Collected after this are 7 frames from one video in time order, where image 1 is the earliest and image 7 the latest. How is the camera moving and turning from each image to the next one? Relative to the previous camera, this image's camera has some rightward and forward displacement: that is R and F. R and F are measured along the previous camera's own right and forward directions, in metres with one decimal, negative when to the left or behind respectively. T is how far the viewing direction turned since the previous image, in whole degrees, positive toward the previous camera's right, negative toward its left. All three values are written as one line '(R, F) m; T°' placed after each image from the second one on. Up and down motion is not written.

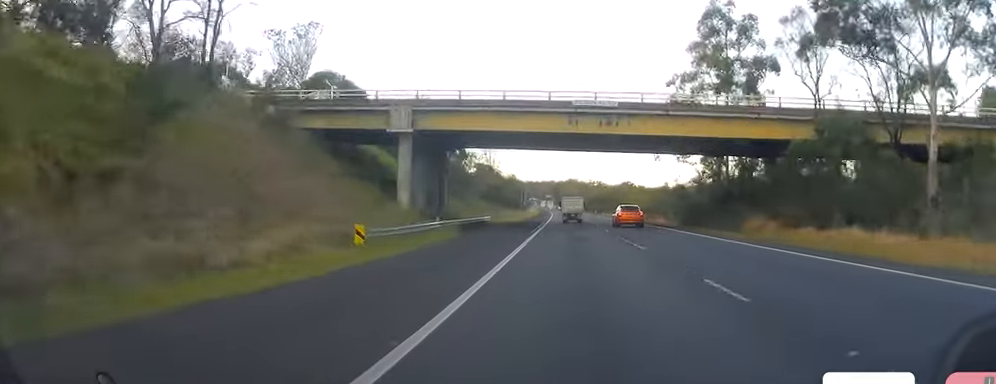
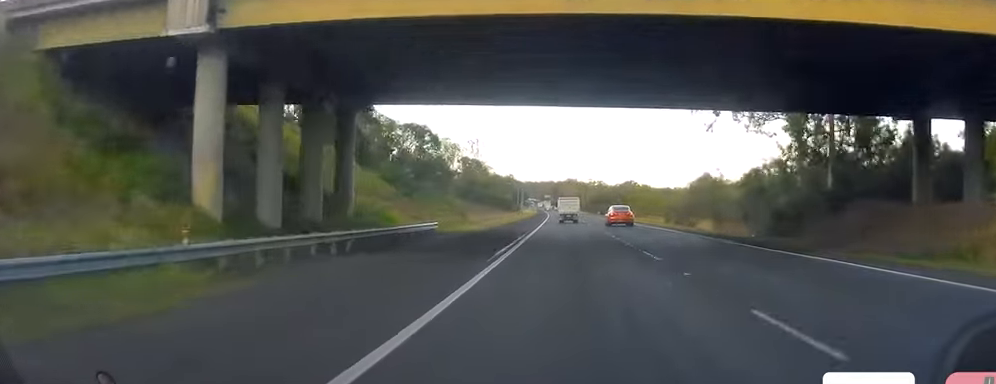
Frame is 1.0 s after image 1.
(+0.2, +28.1) m; 0°
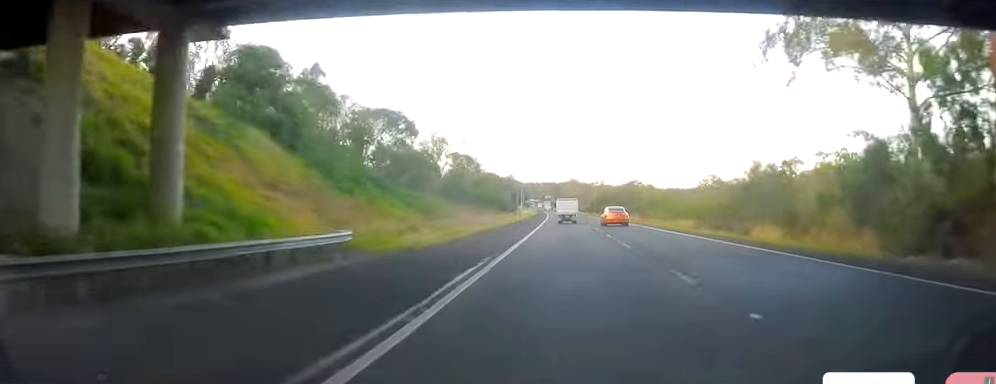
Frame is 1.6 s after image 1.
(-0.1, +17.4) m; -1°
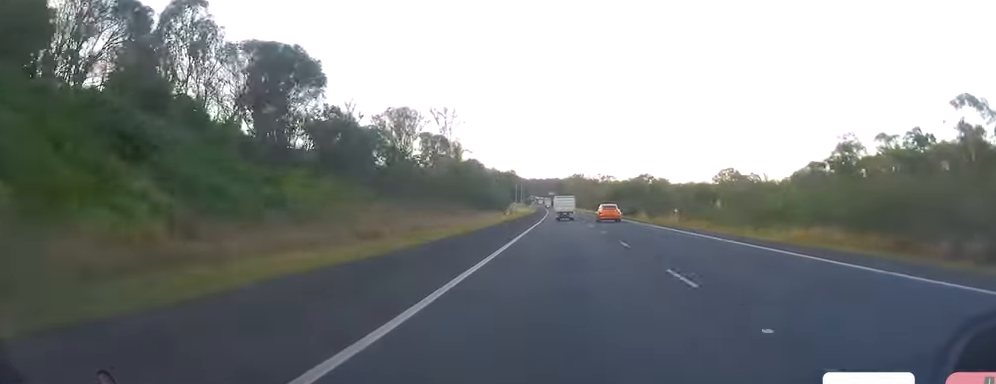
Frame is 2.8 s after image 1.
(-0.9, +36.7) m; -1°
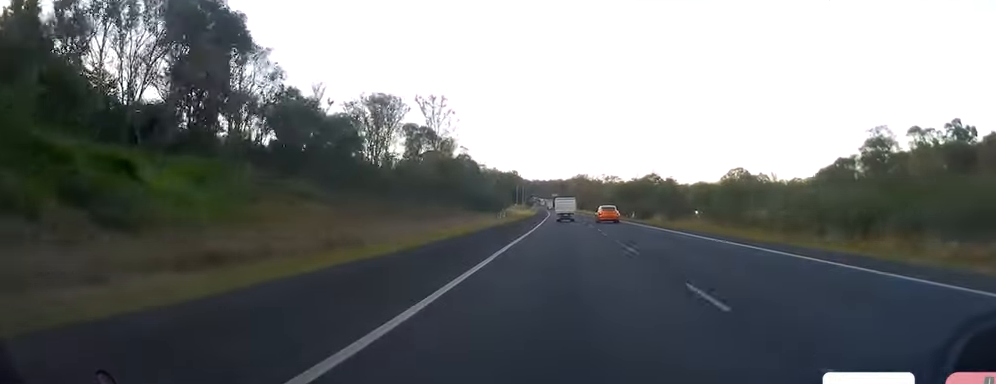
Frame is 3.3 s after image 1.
(0.0, +14.4) m; 0°
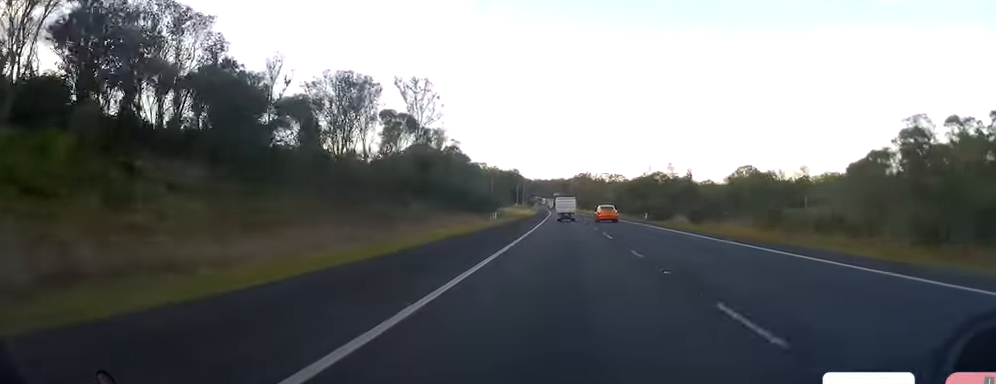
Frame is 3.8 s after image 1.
(+0.4, +14.4) m; +1°
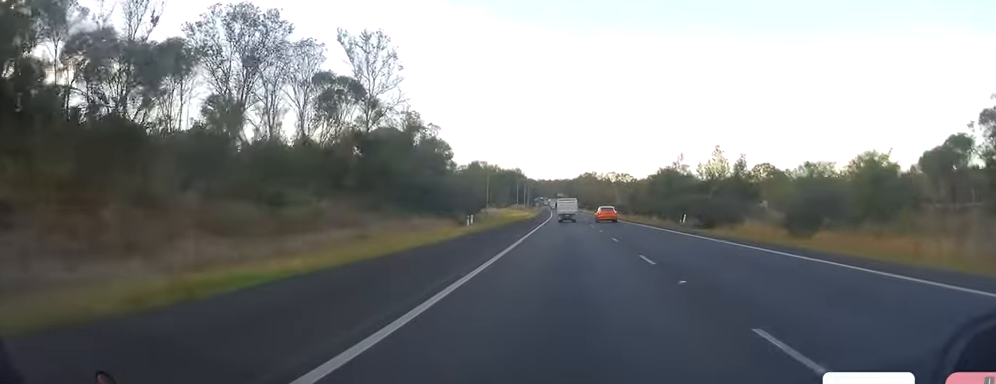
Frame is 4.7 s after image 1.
(+0.1, +26.0) m; 0°
